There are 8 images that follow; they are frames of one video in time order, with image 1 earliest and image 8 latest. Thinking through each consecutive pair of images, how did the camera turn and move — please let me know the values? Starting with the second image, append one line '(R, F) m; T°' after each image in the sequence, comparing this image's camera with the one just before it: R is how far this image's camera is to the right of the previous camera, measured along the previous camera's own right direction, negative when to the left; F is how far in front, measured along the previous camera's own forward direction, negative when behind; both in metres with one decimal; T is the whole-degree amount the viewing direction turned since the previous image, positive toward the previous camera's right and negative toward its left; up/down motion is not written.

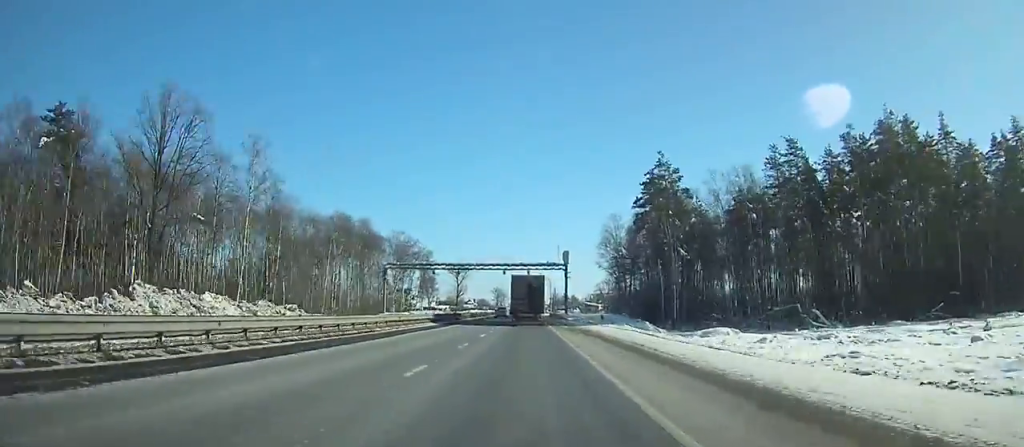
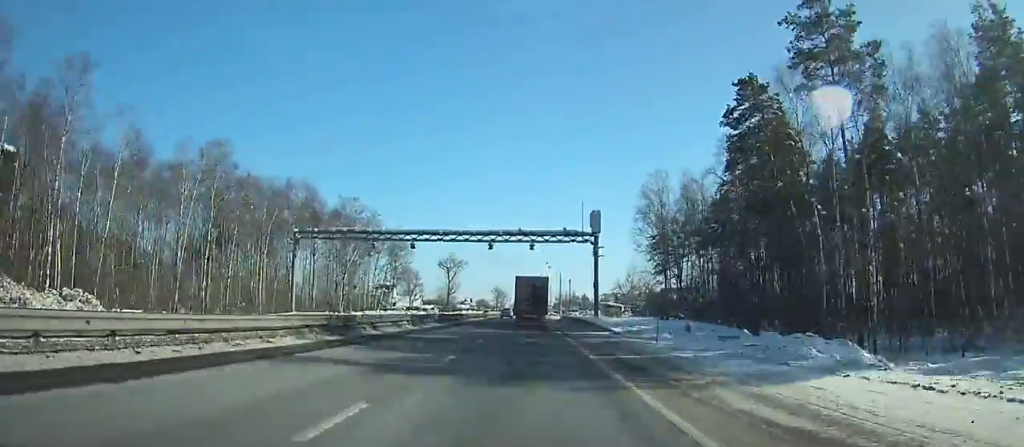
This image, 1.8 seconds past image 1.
(0.0, +38.4) m; 0°
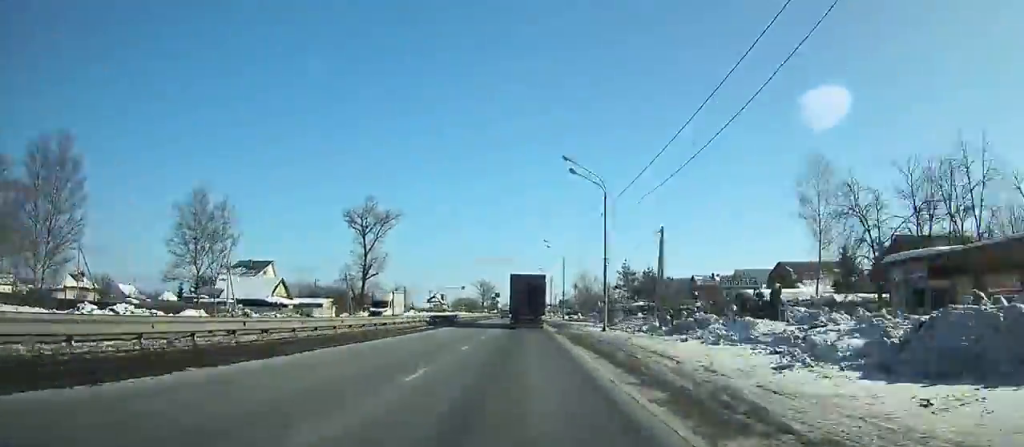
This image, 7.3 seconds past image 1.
(+0.2, +115.8) m; 0°
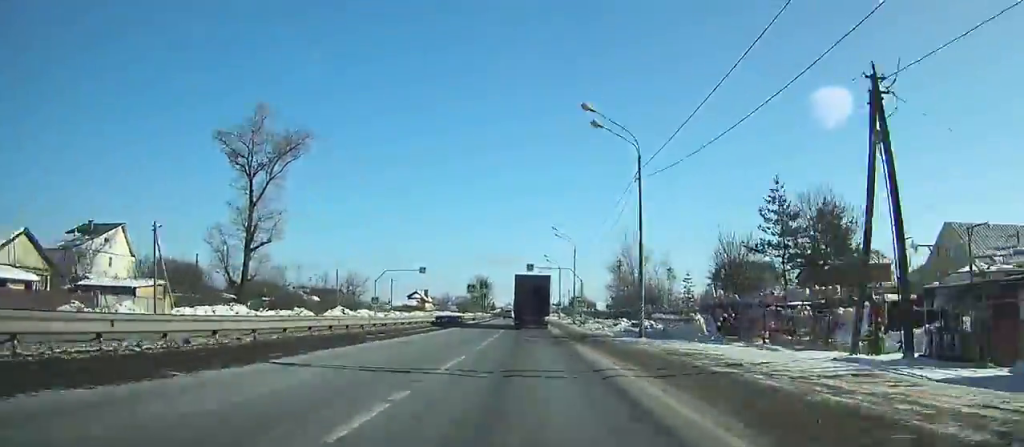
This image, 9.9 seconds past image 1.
(-0.1, +53.1) m; 0°
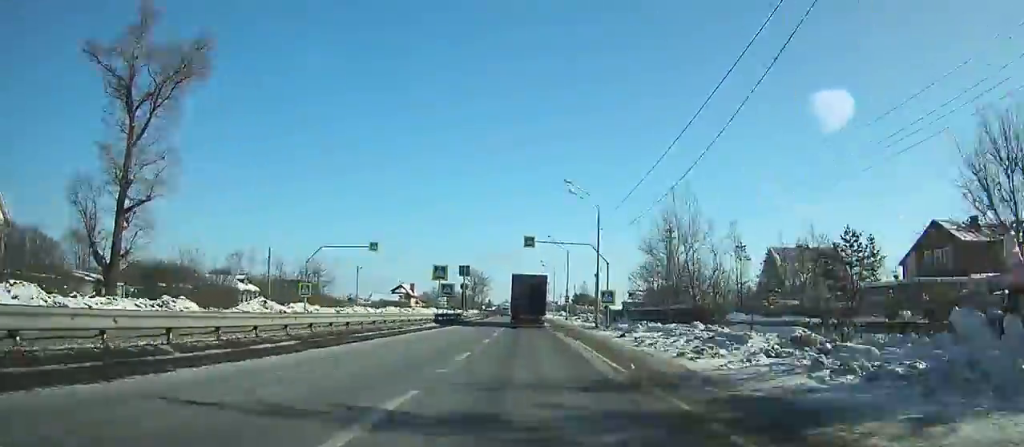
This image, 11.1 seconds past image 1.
(0.0, +23.8) m; 0°
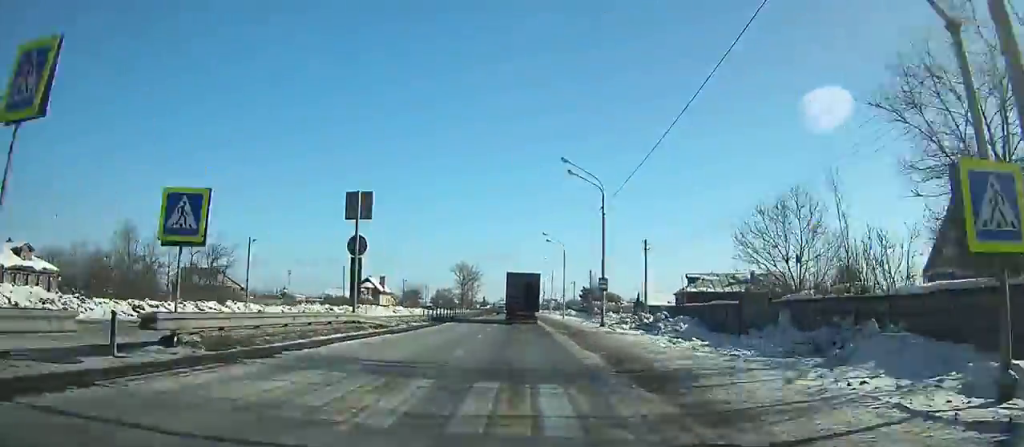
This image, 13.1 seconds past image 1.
(0.0, +39.4) m; 0°
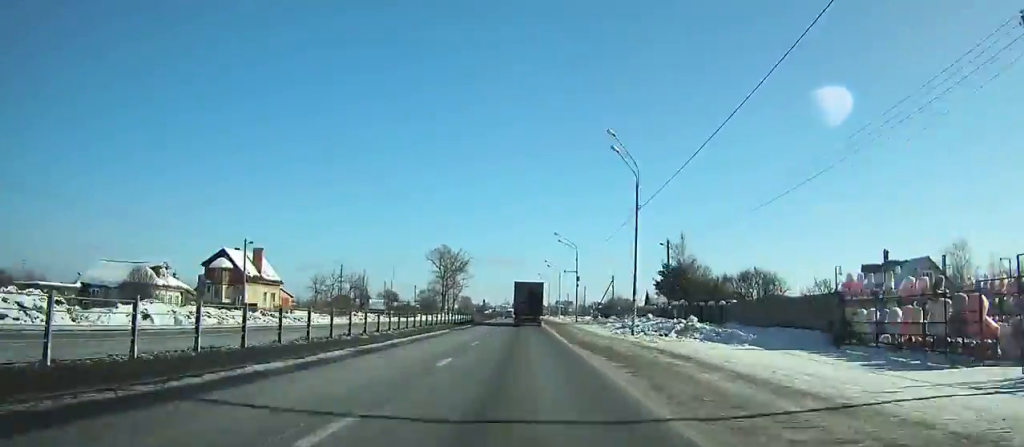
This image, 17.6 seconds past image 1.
(-0.3, +85.6) m; 0°
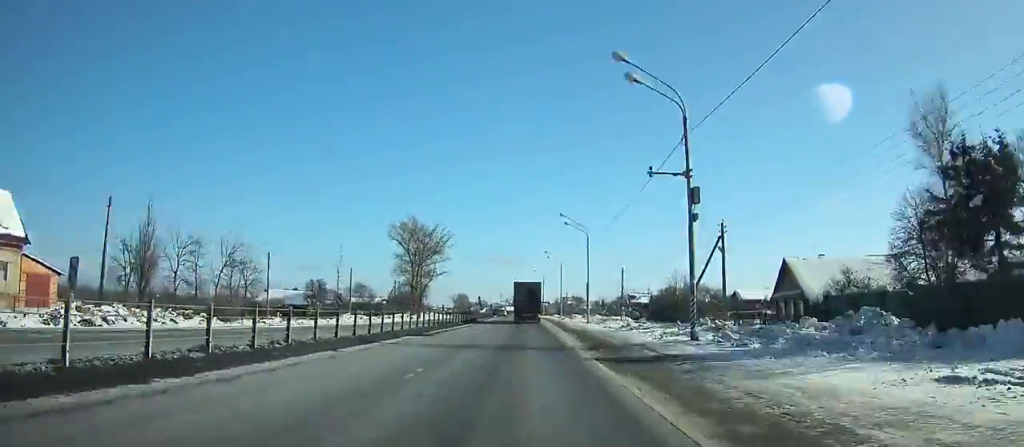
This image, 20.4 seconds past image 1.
(0.0, +52.6) m; 0°
